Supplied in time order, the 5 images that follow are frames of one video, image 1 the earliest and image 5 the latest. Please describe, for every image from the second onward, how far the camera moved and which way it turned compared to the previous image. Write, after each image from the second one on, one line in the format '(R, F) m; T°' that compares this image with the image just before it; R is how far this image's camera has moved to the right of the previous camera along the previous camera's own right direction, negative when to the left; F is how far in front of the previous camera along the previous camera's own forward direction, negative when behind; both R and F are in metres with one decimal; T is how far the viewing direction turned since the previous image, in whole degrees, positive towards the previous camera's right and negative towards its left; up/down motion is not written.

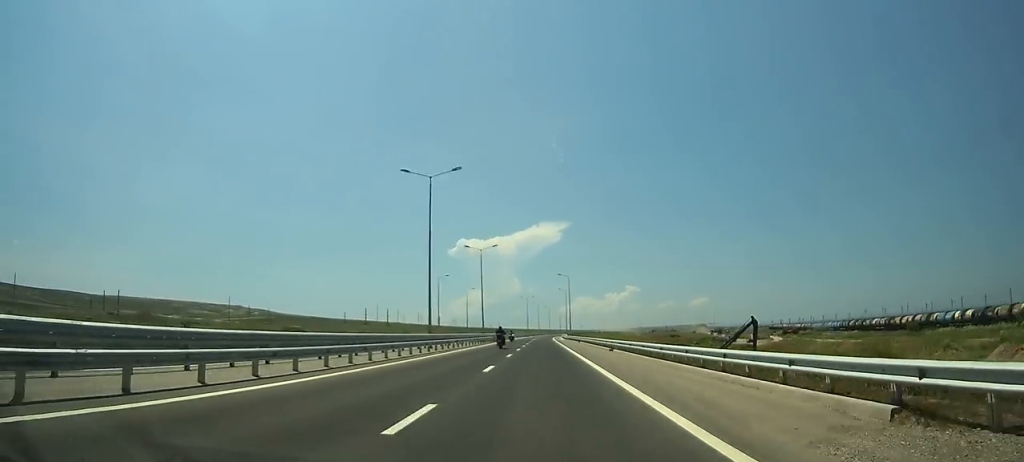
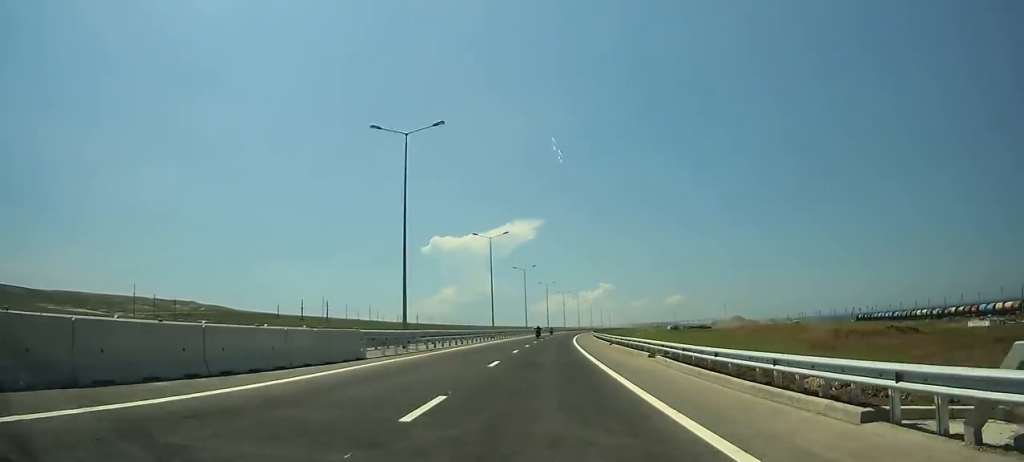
(+1.0, +164.1) m; +2°
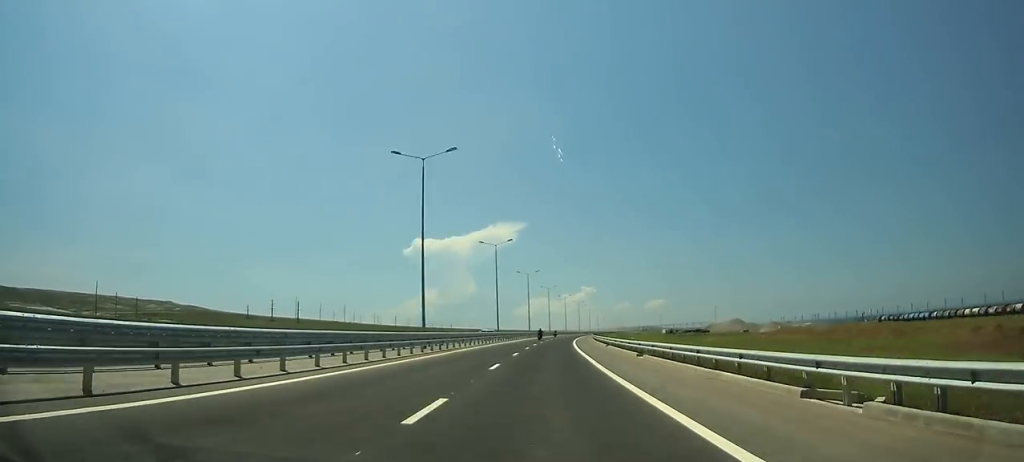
(-0.4, +35.6) m; +1°
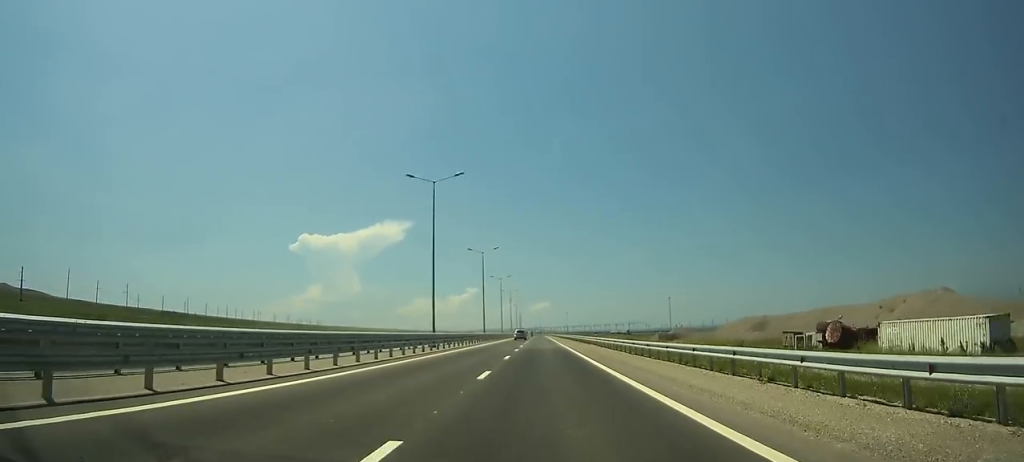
(+32.5, +277.6) m; +9°
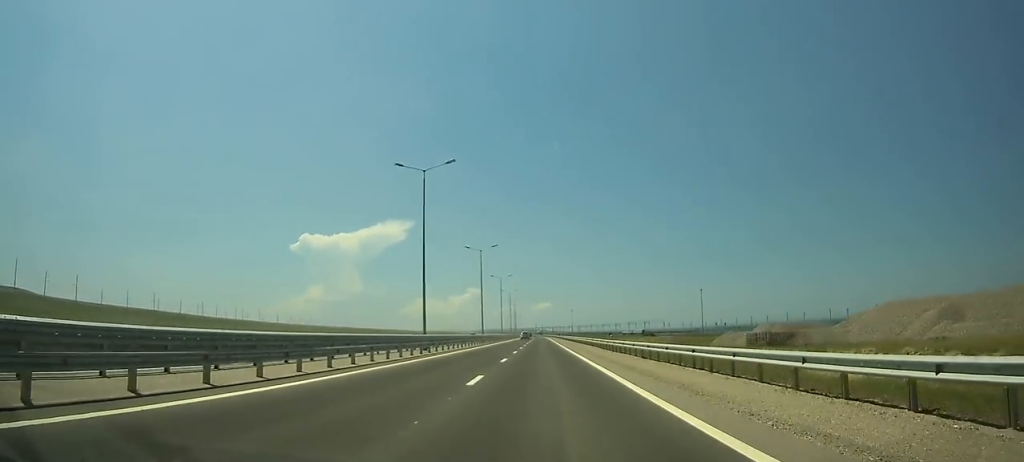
(0.0, +85.3) m; 0°
